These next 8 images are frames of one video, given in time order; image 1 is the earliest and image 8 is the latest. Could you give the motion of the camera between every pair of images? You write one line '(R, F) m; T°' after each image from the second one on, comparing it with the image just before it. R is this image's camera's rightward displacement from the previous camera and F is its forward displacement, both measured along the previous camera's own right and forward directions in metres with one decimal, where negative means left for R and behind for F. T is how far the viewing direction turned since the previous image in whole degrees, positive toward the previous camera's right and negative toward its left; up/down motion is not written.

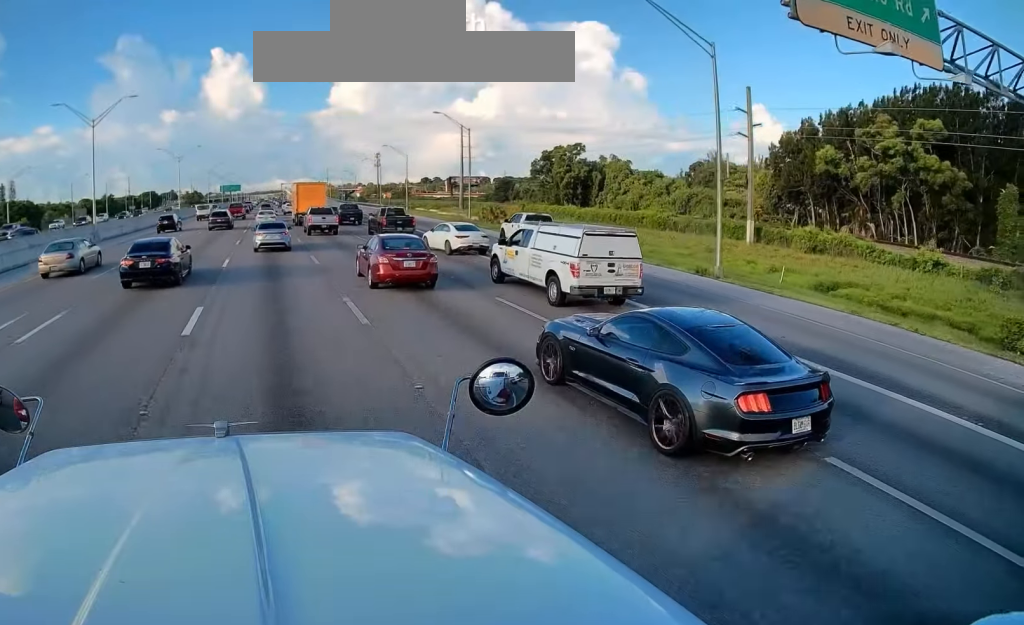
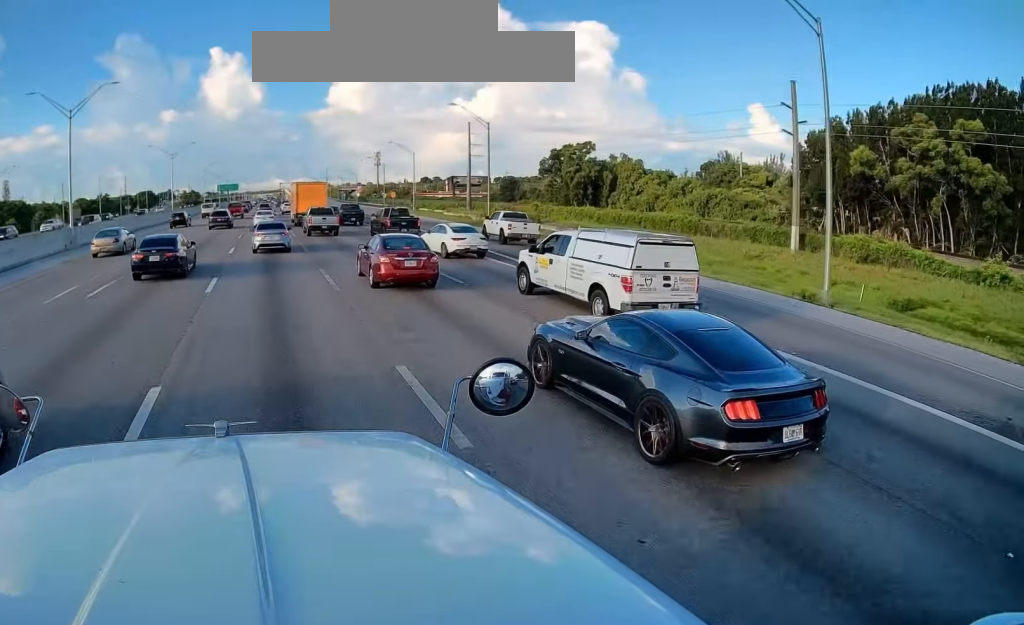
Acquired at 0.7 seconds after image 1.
(0.0, +7.4) m; 0°
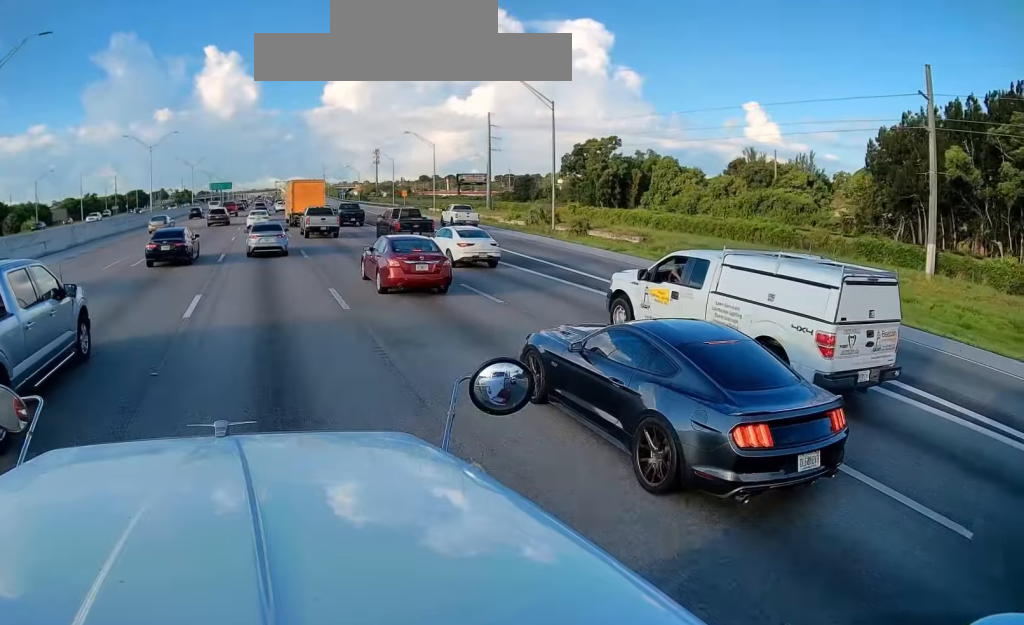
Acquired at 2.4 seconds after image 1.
(+0.2, +16.6) m; +2°
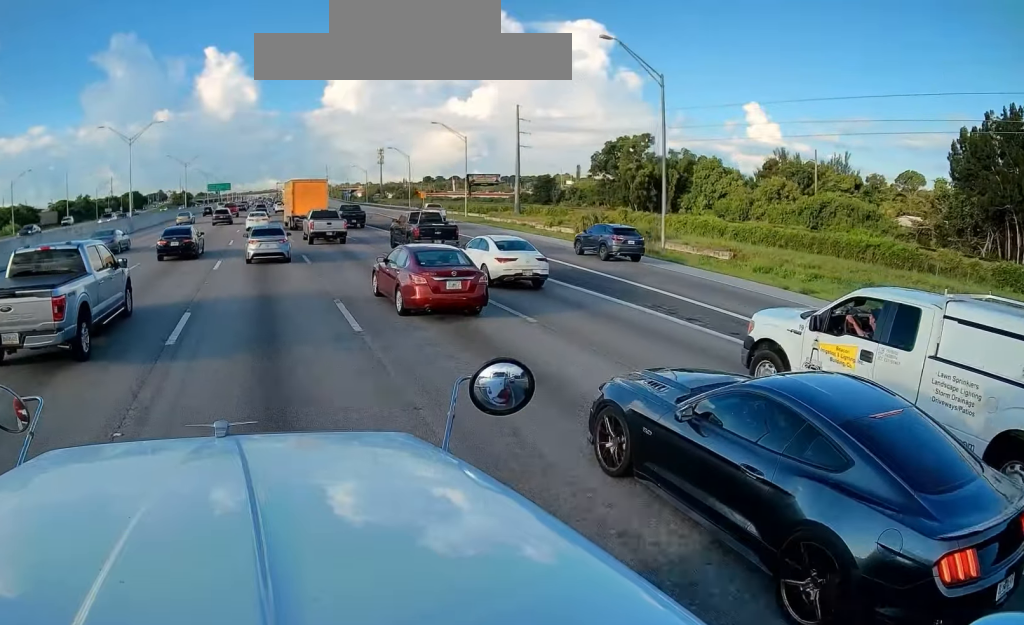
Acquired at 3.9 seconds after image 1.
(+0.1, +14.8) m; 0°
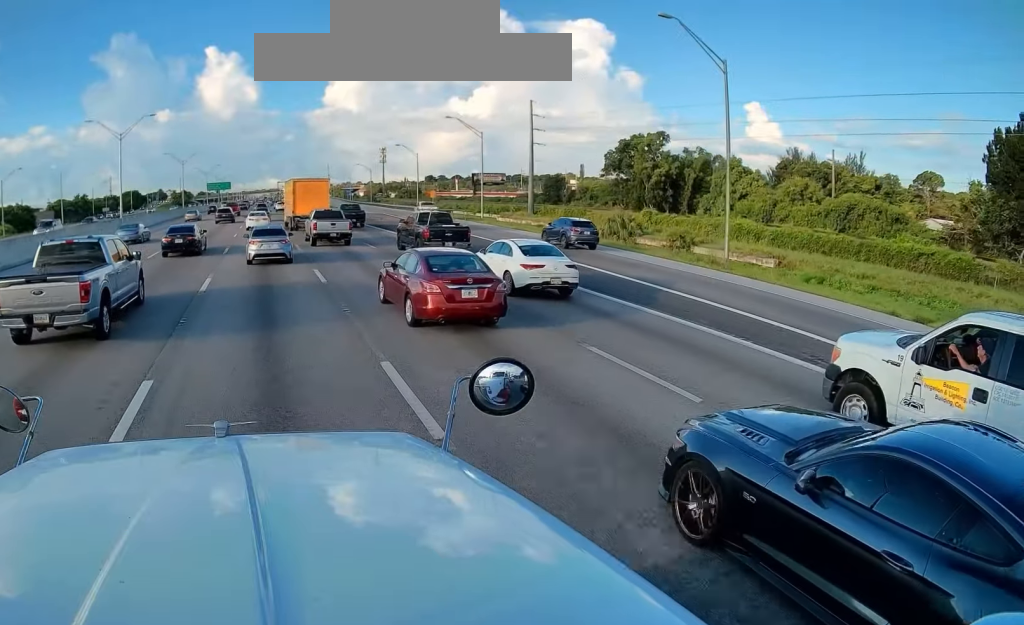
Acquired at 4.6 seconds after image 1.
(0.0, +5.9) m; 0°
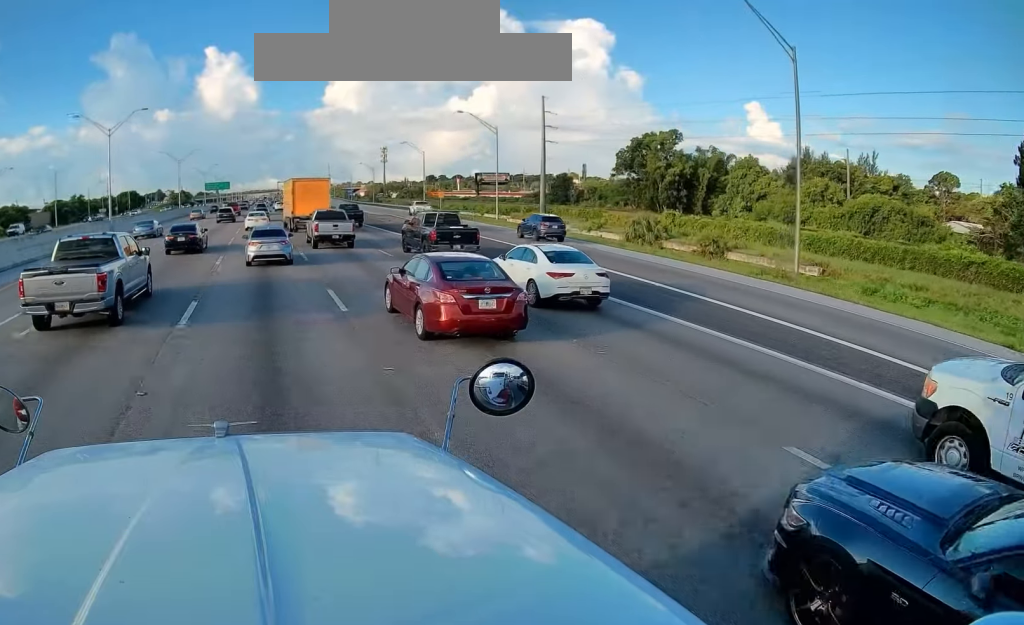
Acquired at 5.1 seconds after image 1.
(0.0, +5.1) m; -1°
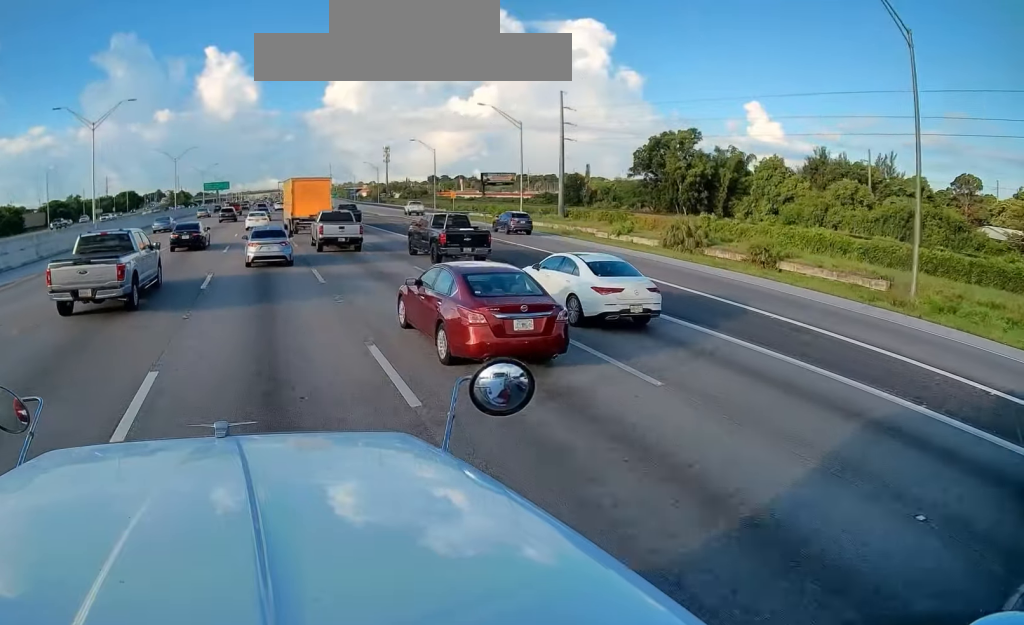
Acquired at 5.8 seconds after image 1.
(0.0, +6.4) m; 0°
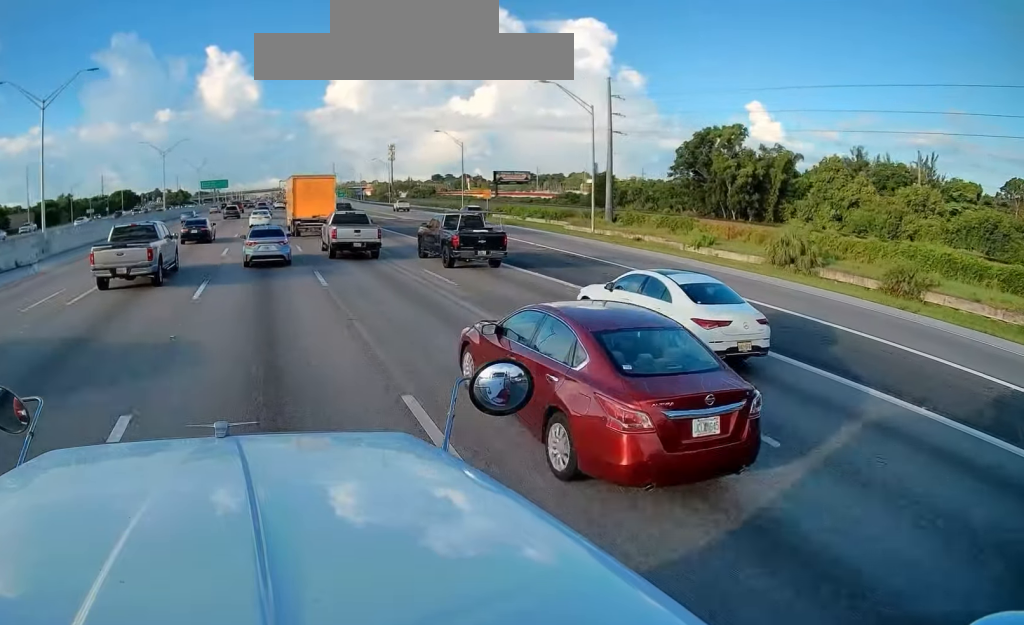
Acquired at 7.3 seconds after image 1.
(0.0, +14.5) m; +1°
